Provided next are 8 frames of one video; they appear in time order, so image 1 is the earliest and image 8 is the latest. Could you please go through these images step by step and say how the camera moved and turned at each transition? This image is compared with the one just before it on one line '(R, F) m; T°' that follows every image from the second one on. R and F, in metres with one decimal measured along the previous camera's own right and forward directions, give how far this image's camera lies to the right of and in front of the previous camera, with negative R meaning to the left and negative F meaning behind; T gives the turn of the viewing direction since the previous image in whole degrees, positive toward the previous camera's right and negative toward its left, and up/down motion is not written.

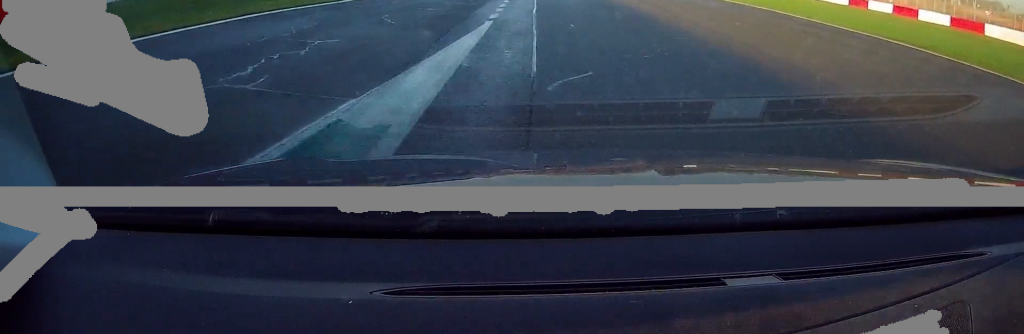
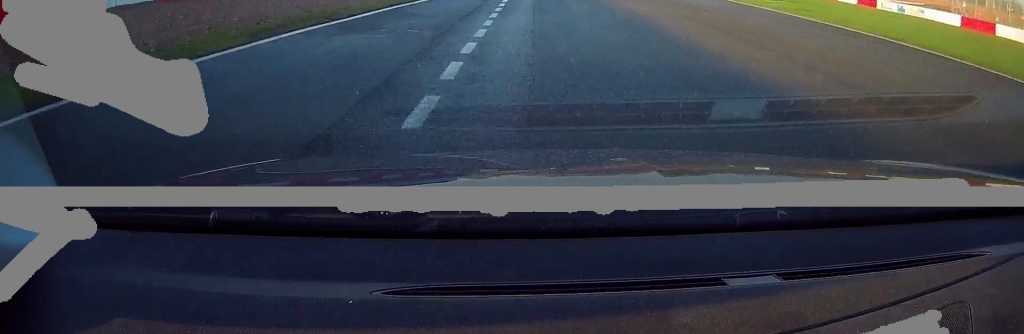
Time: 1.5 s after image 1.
(+0.2, +23.6) m; +2°
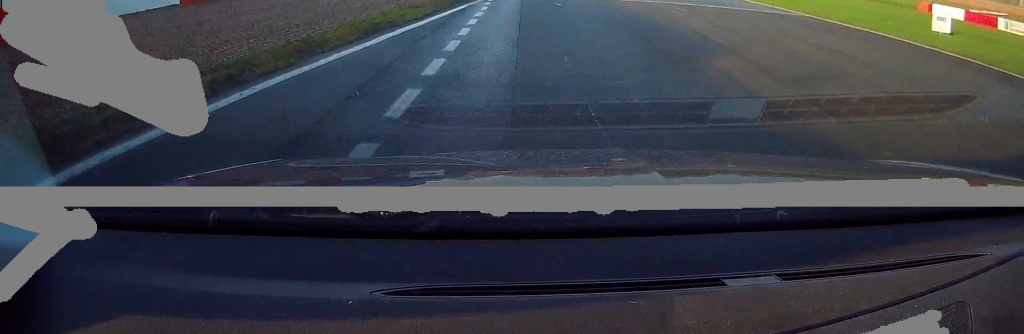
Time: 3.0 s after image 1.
(+0.2, +23.4) m; +1°
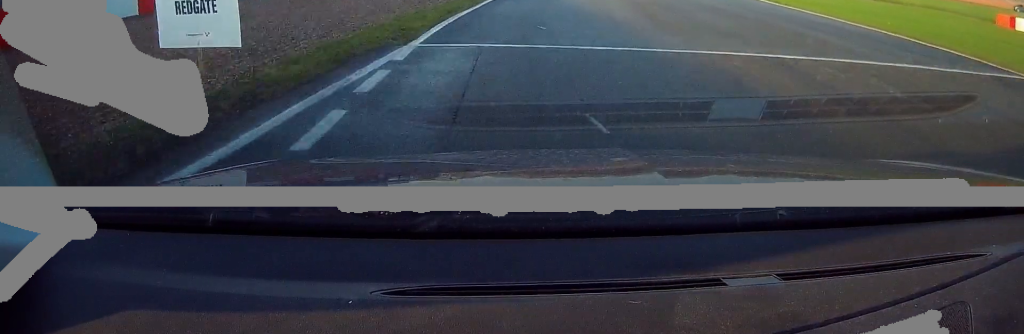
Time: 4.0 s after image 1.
(0.0, +15.1) m; 0°
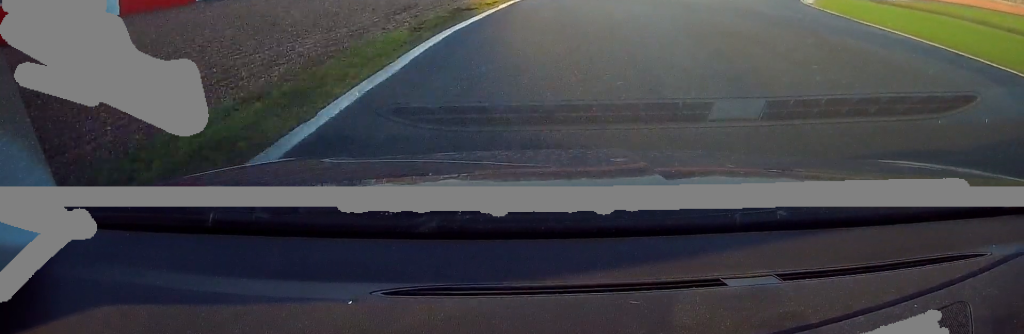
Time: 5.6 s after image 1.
(+0.1, +23.6) m; +2°
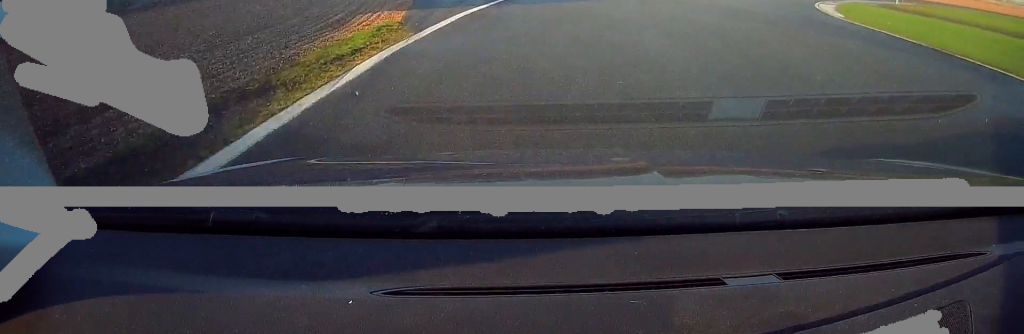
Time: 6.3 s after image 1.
(+0.1, +10.4) m; +5°
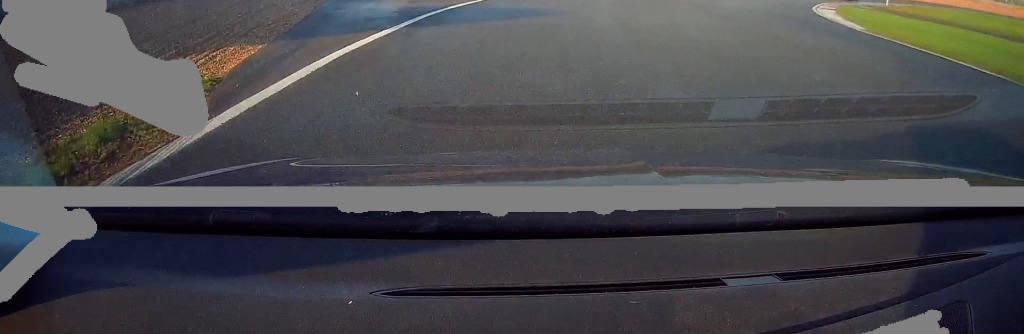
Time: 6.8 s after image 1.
(+0.2, +6.2) m; +5°
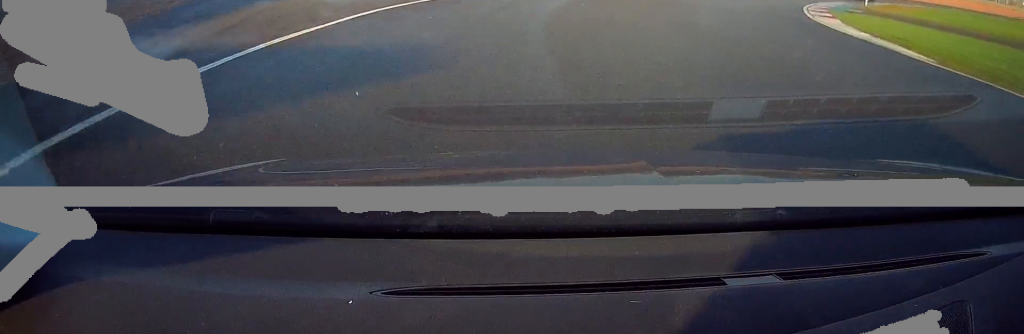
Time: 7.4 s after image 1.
(+0.4, +8.4) m; +8°
